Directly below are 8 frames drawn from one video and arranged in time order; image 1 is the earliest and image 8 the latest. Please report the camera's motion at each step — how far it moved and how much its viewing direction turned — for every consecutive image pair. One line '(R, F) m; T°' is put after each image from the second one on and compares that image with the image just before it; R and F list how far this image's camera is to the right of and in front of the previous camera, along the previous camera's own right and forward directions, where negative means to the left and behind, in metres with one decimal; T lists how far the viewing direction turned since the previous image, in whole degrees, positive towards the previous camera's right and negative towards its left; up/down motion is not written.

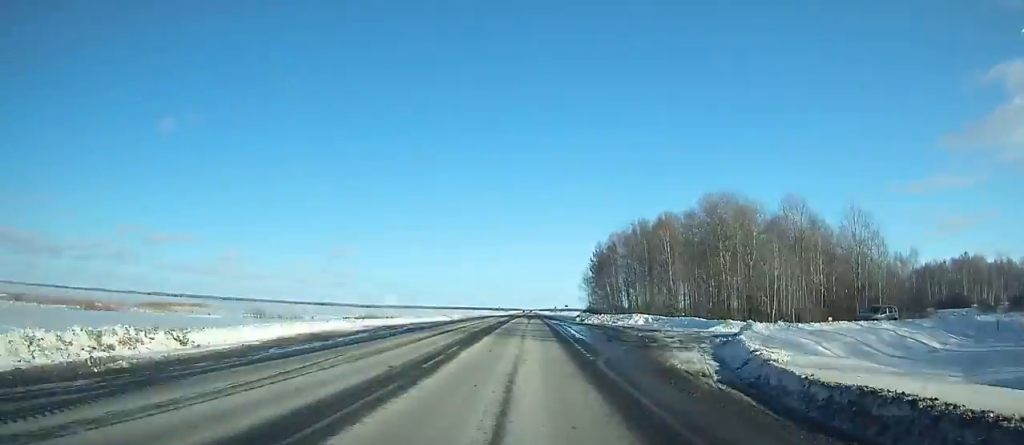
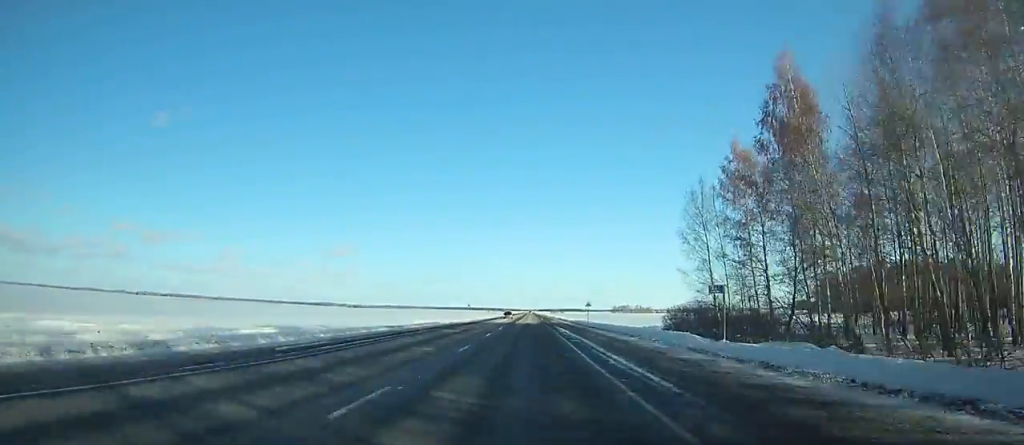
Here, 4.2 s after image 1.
(+0.1, +99.8) m; 0°
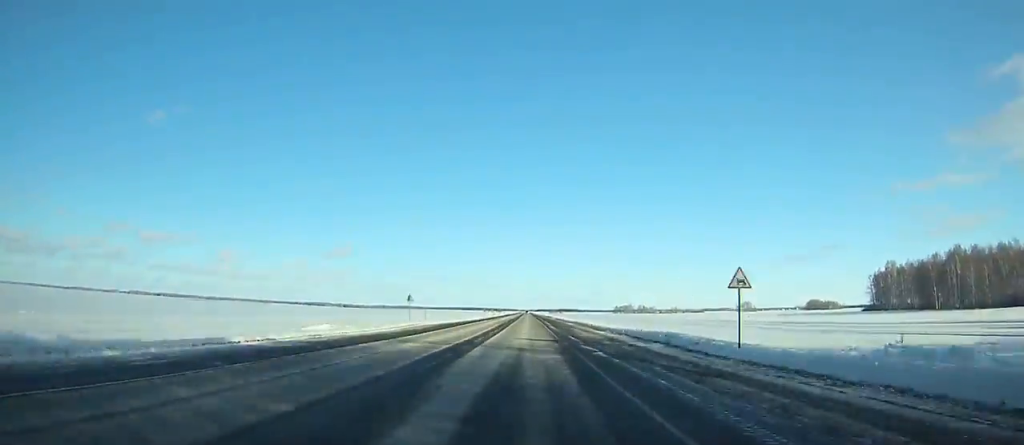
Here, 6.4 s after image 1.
(+0.1, +53.5) m; 0°
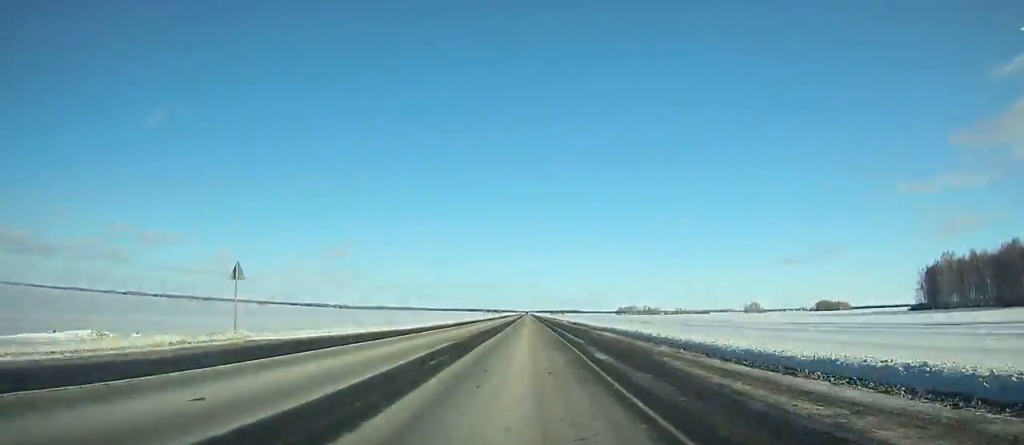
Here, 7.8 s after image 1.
(-0.1, +34.6) m; 0°
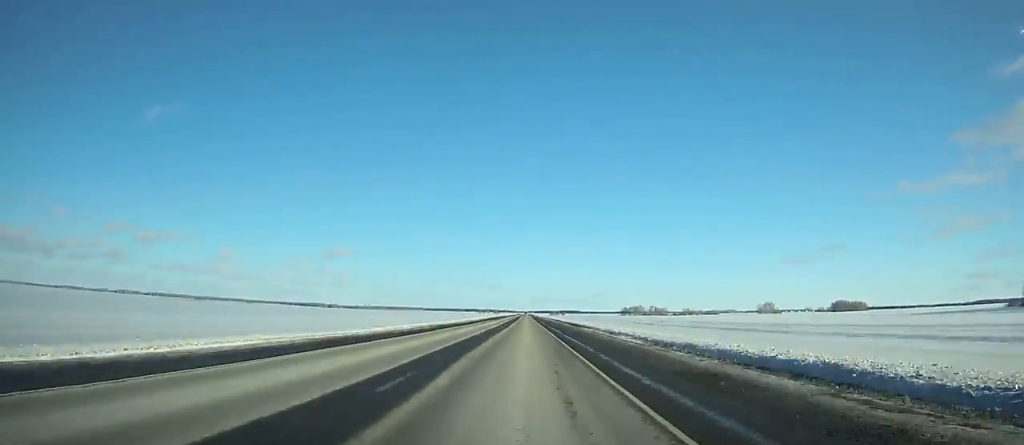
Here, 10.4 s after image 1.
(-0.1, +65.0) m; 0°
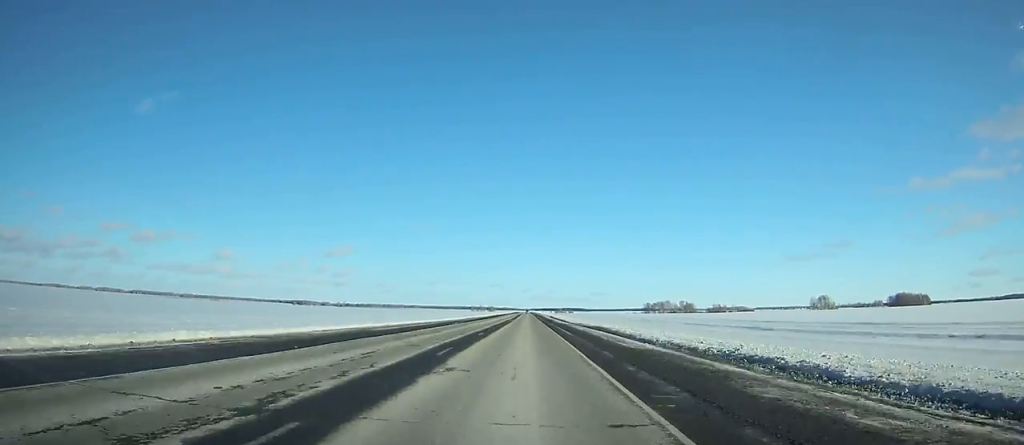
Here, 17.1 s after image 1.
(-0.2, +171.8) m; 0°
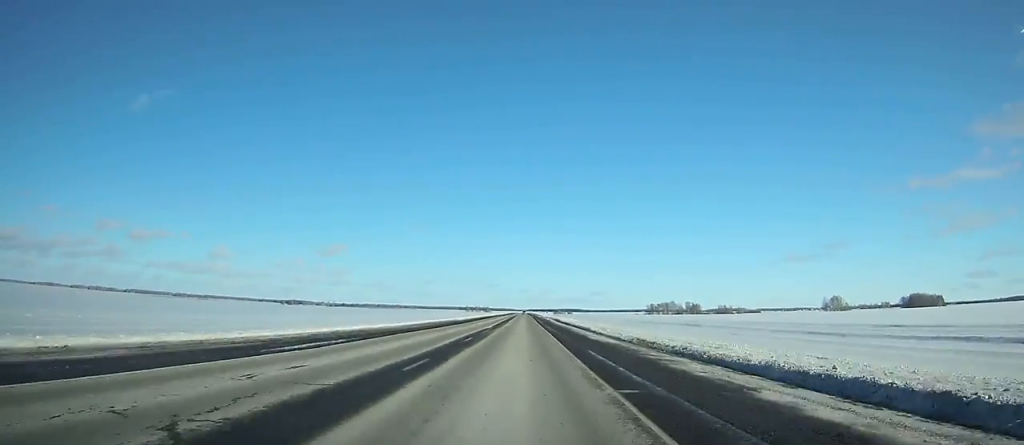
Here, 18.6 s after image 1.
(+0.1, +39.2) m; 0°
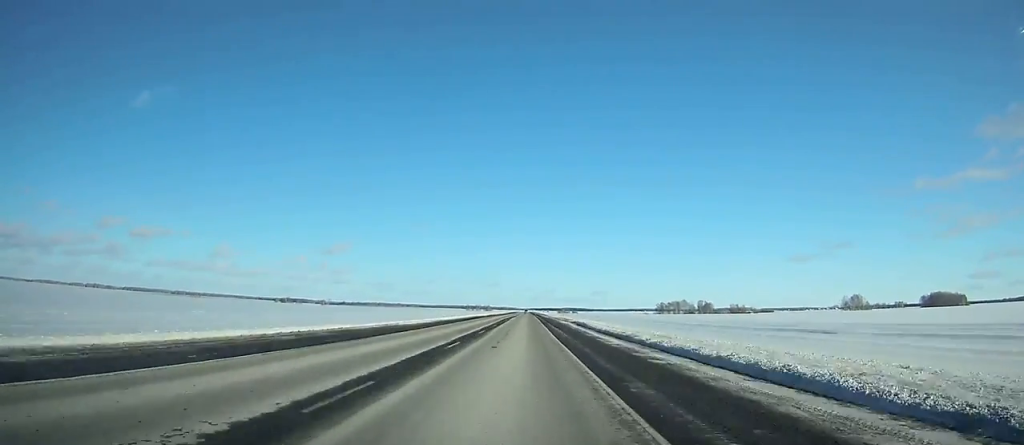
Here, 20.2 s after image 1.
(+0.2, +42.2) m; 0°
